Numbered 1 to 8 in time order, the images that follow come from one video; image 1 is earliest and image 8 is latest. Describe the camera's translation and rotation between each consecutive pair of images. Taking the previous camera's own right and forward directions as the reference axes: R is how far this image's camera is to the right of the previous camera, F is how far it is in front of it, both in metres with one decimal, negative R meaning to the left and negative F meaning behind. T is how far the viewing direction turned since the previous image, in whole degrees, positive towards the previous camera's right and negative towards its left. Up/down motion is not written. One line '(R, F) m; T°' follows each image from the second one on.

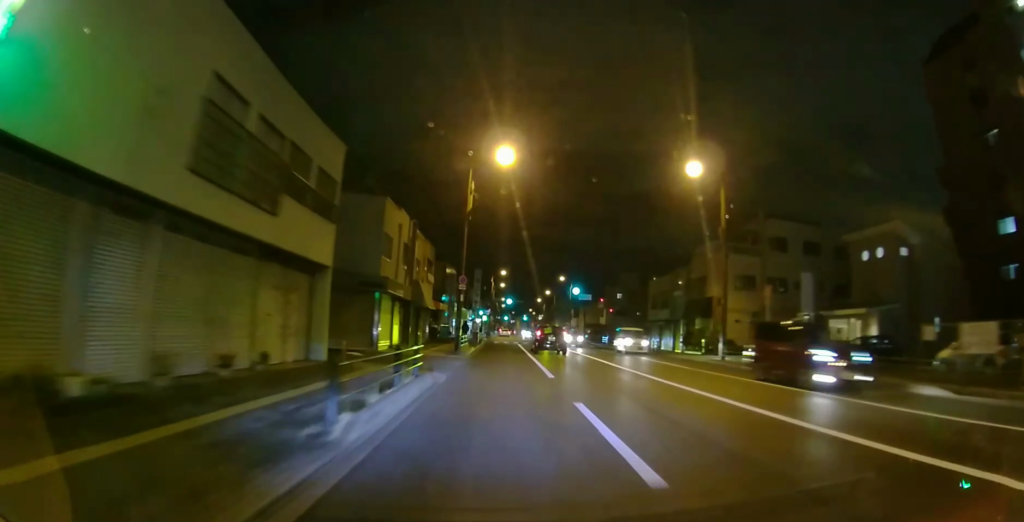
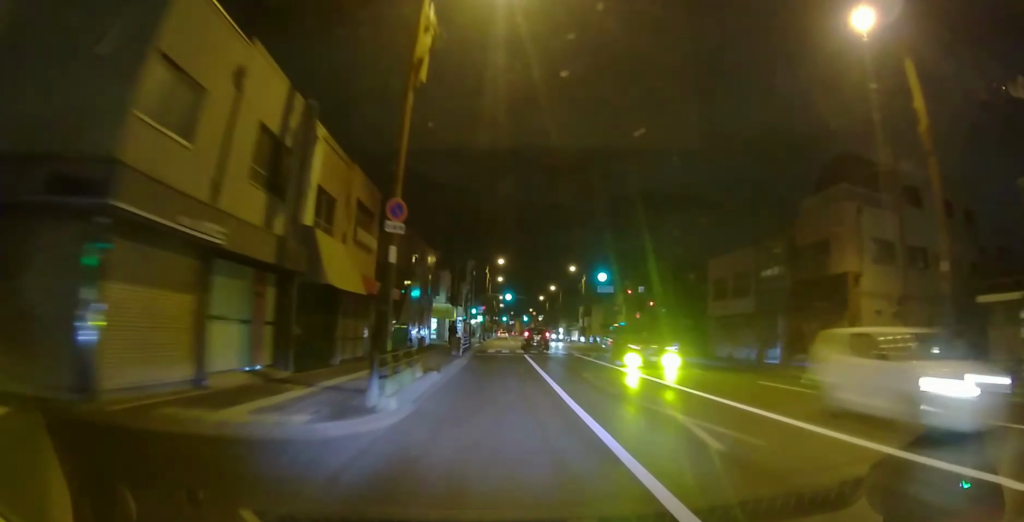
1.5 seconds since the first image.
(0.0, +15.7) m; +1°
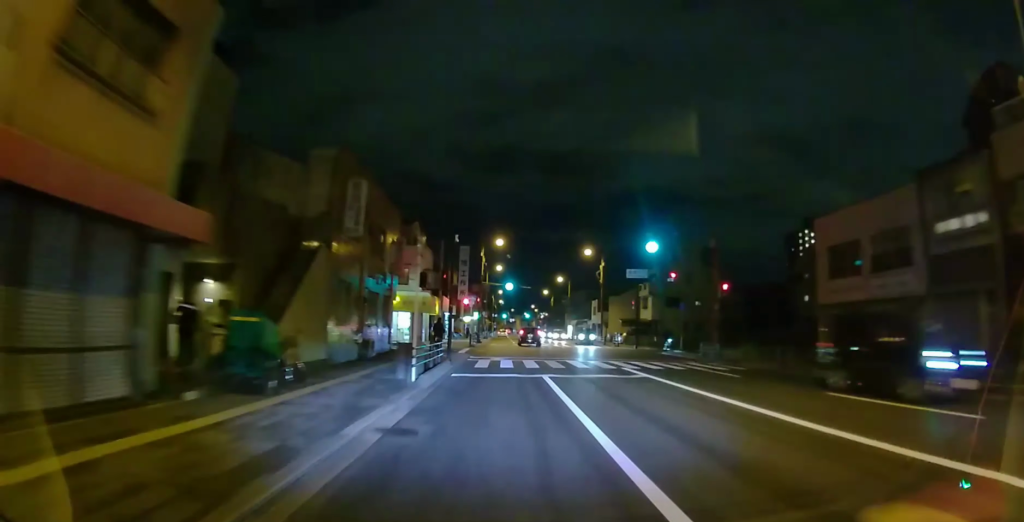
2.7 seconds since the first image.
(0.0, +13.3) m; 0°
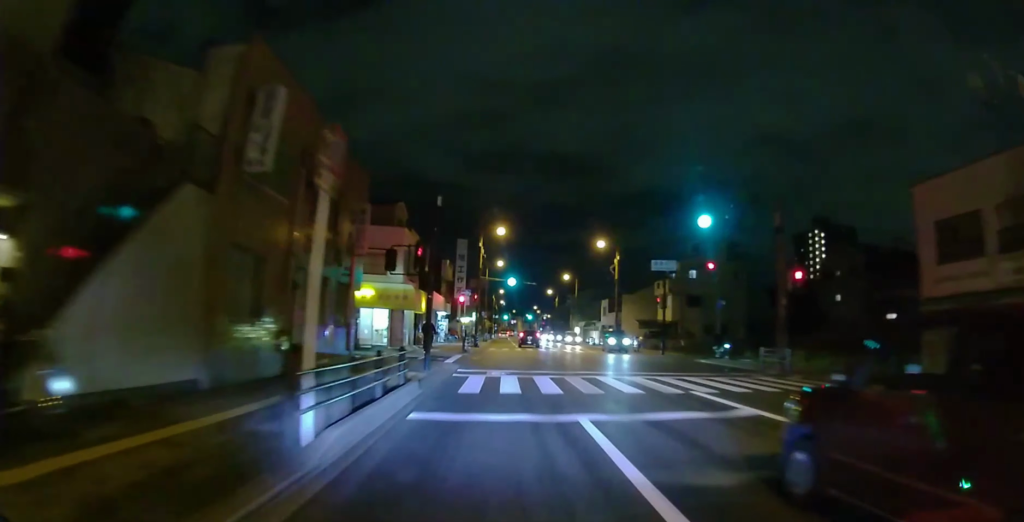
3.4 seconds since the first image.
(0.0, +7.1) m; 0°
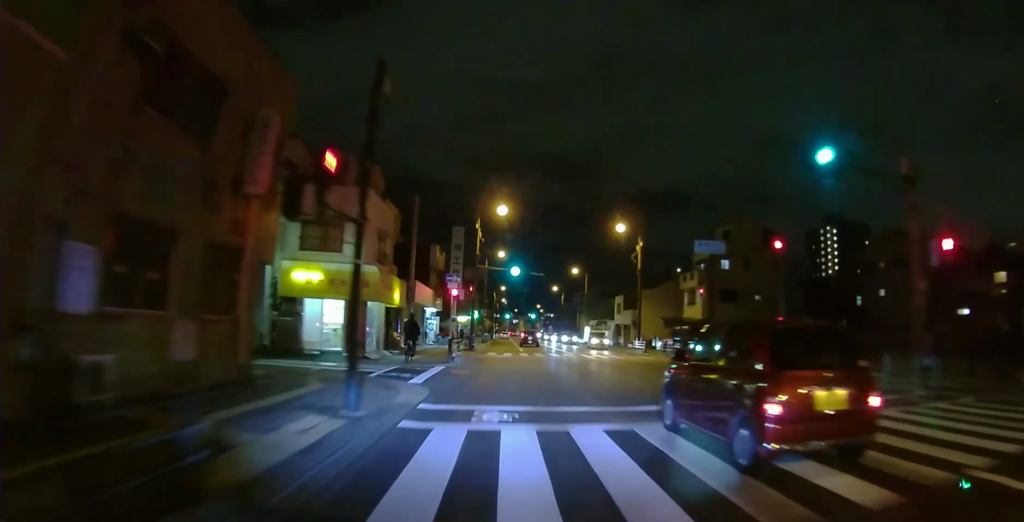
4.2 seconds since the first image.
(0.0, +8.2) m; 0°
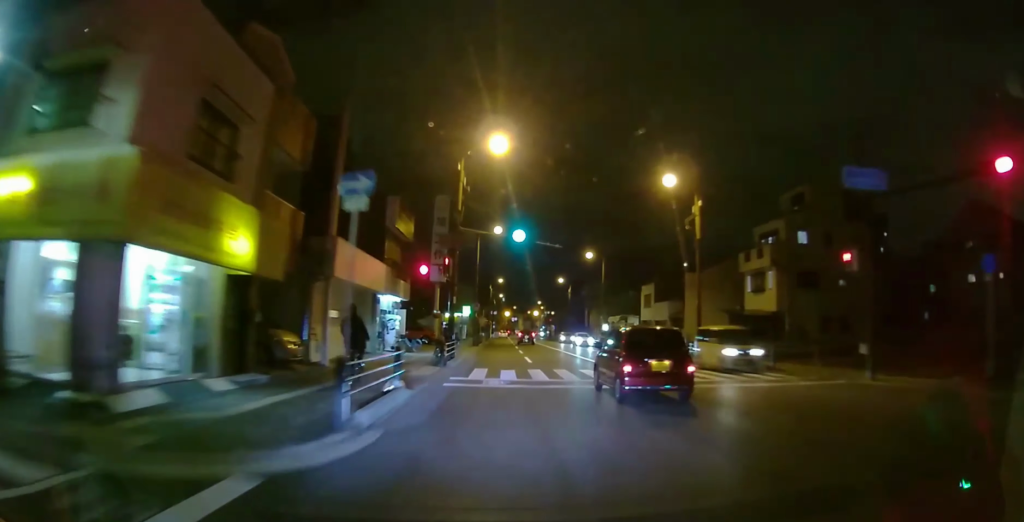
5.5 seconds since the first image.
(-0.1, +14.2) m; -1°
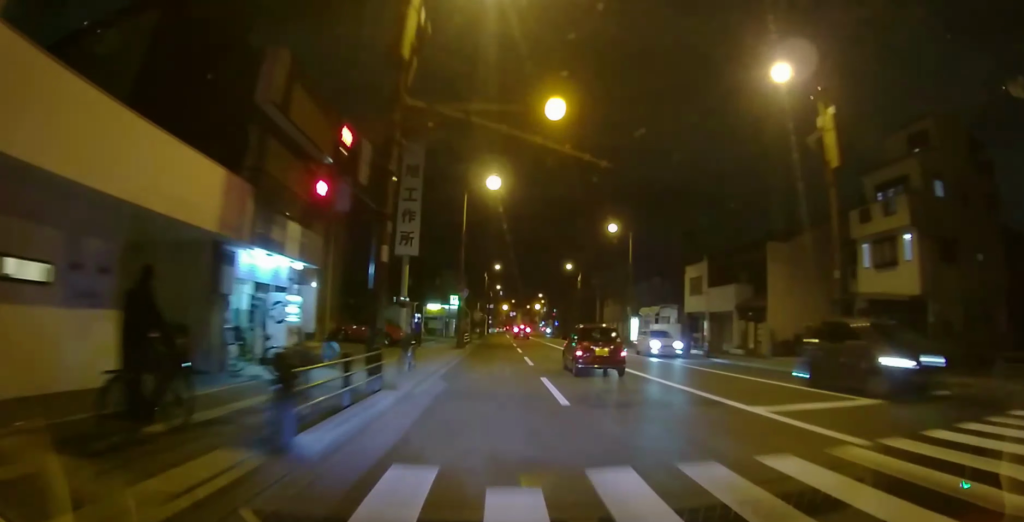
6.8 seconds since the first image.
(-0.1, +13.8) m; -1°
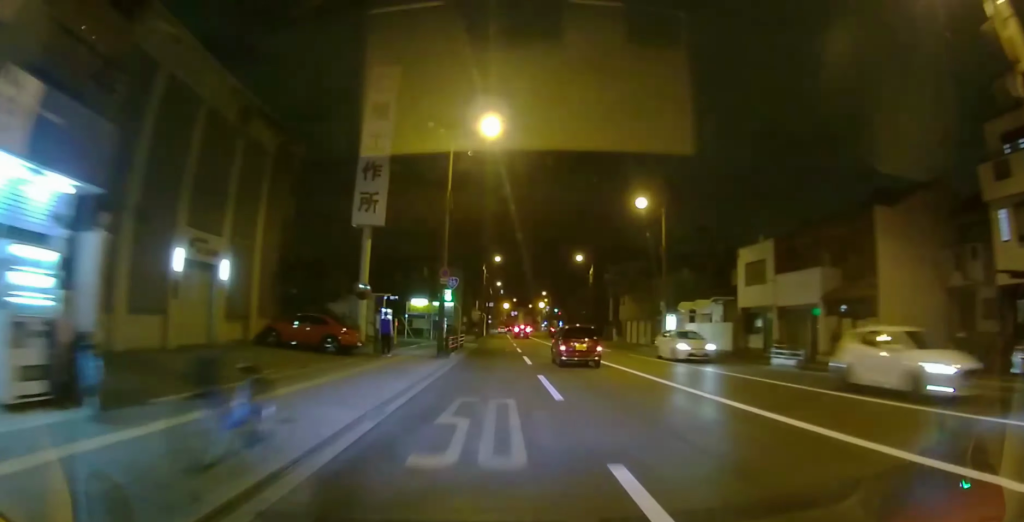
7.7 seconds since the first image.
(0.0, +9.5) m; +1°
